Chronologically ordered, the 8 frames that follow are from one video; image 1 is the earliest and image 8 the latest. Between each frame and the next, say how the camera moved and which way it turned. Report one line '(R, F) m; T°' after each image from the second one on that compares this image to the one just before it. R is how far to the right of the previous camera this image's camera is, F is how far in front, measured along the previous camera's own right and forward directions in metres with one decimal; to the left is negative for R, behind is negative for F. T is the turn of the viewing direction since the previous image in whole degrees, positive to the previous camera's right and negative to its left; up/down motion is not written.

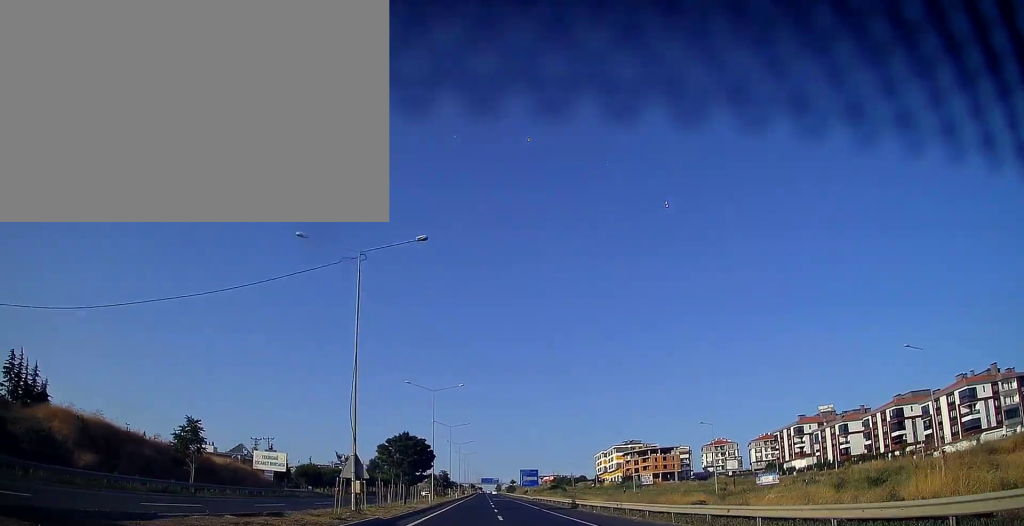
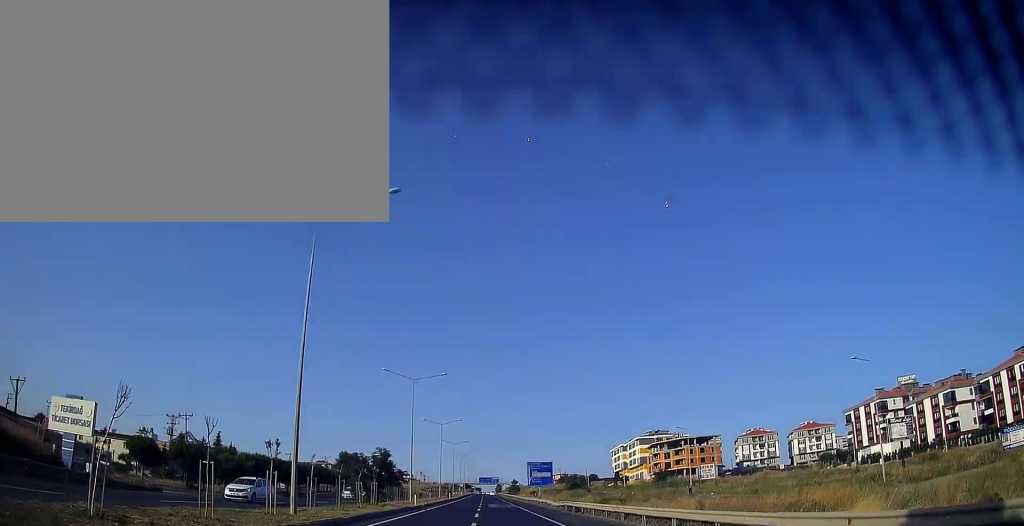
(+0.4, +44.8) m; 0°
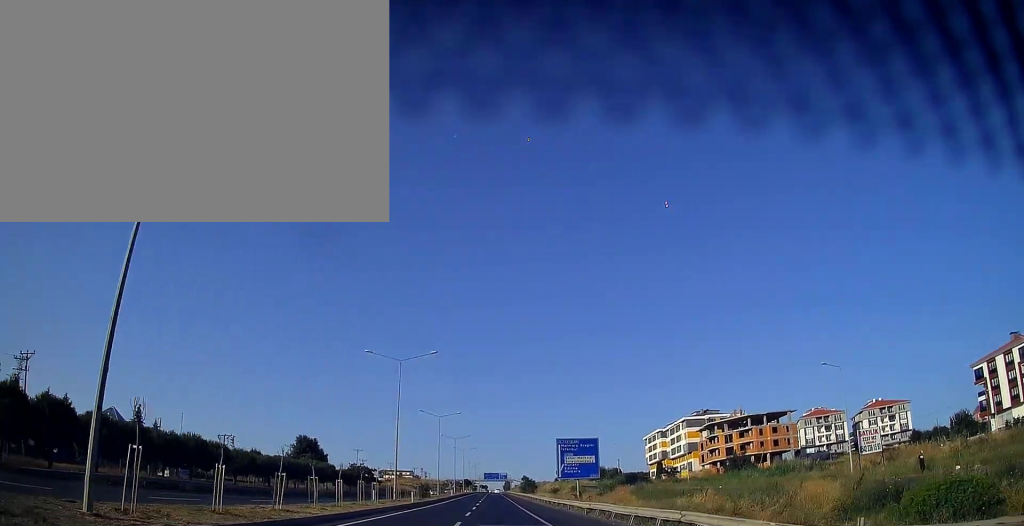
(-0.3, +47.4) m; -1°
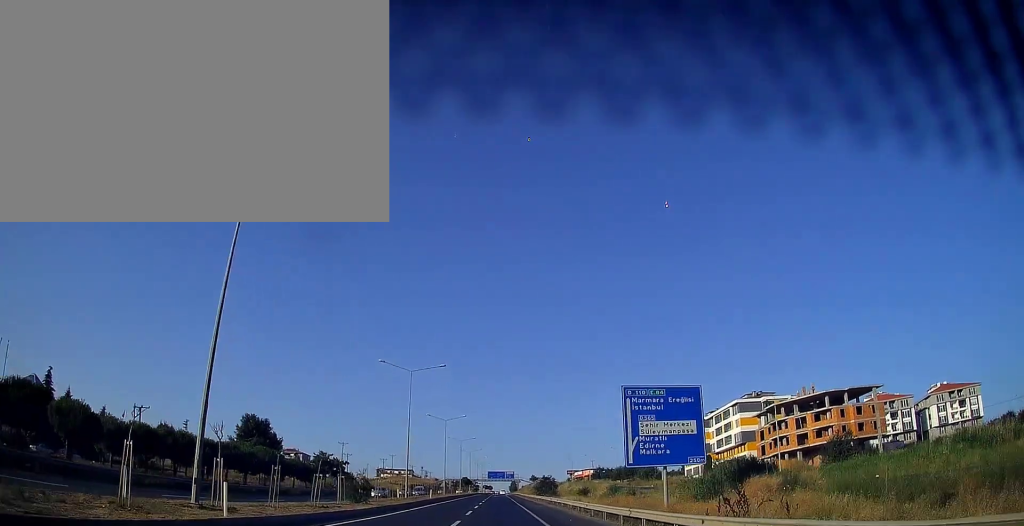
(-0.1, +33.9) m; 0°
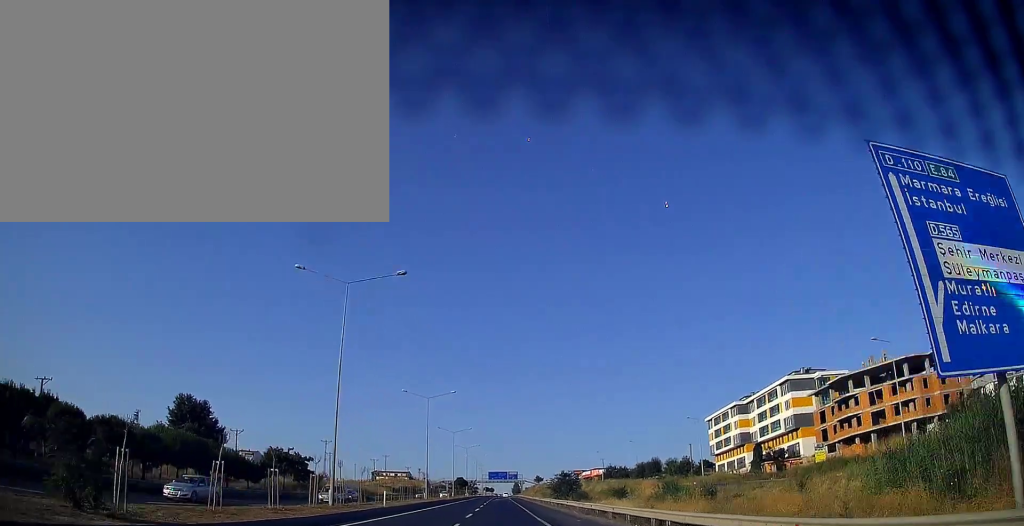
(-0.2, +26.0) m; 0°
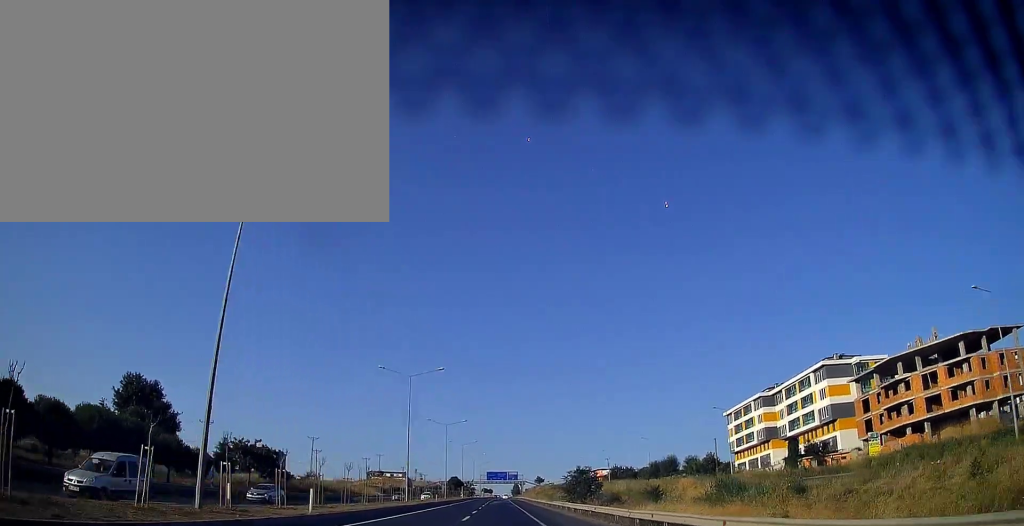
(0.0, +13.9) m; 0°
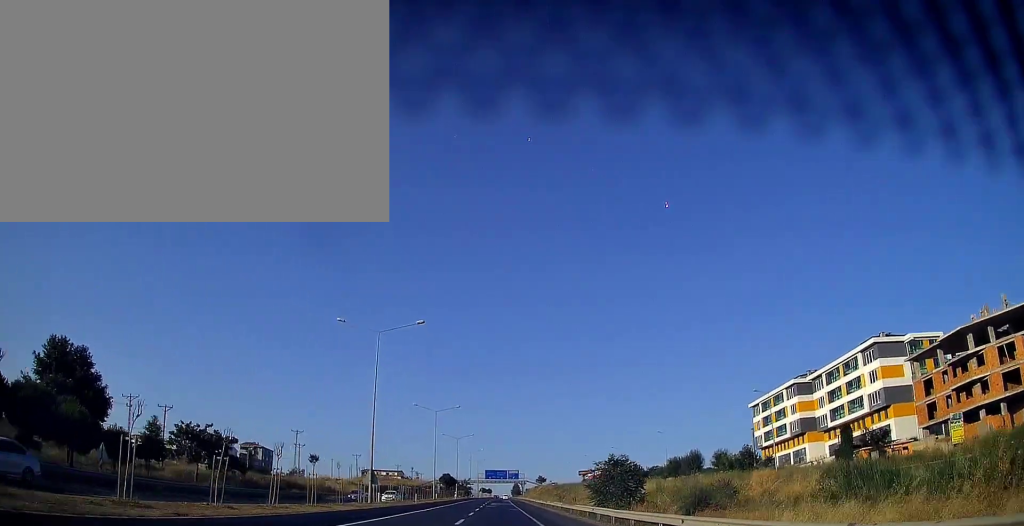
(0.0, +15.6) m; 0°
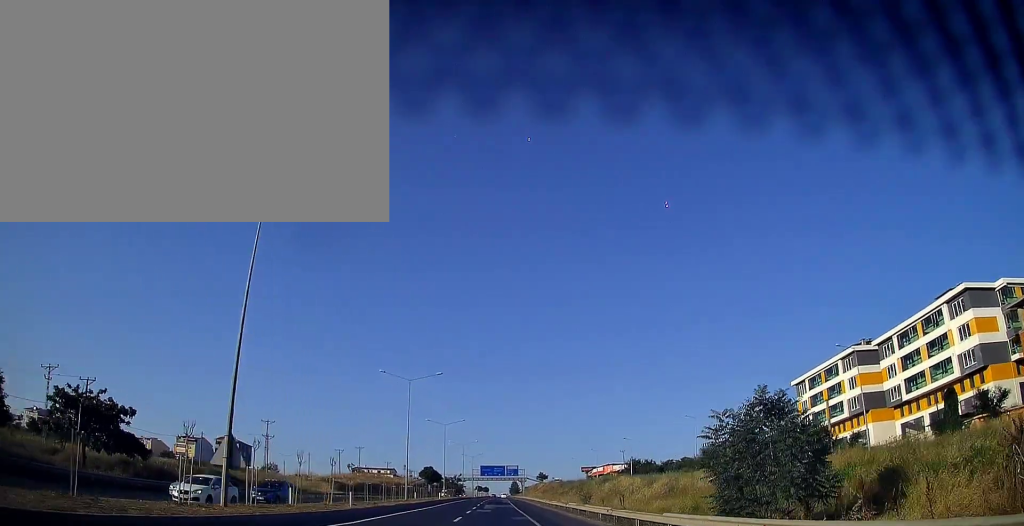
(+0.1, +21.6) m; 0°
